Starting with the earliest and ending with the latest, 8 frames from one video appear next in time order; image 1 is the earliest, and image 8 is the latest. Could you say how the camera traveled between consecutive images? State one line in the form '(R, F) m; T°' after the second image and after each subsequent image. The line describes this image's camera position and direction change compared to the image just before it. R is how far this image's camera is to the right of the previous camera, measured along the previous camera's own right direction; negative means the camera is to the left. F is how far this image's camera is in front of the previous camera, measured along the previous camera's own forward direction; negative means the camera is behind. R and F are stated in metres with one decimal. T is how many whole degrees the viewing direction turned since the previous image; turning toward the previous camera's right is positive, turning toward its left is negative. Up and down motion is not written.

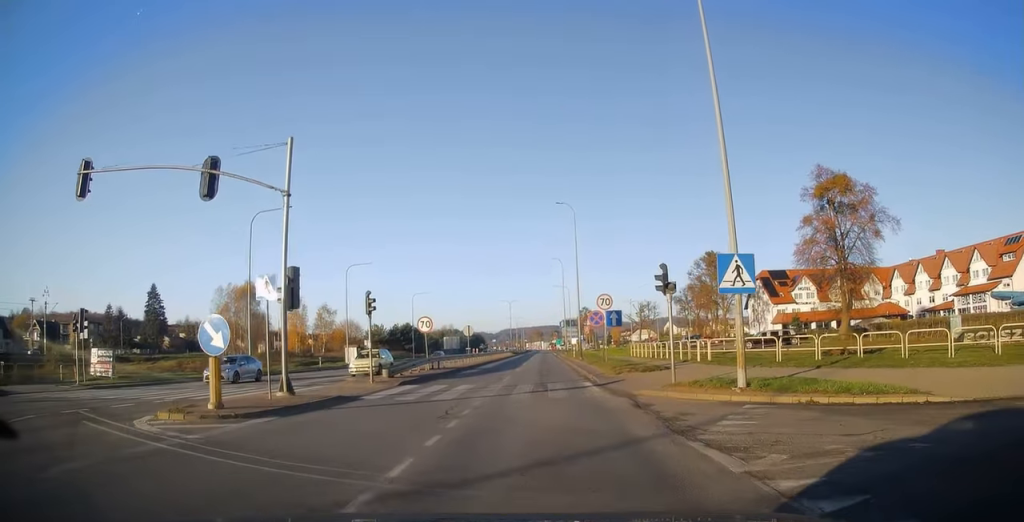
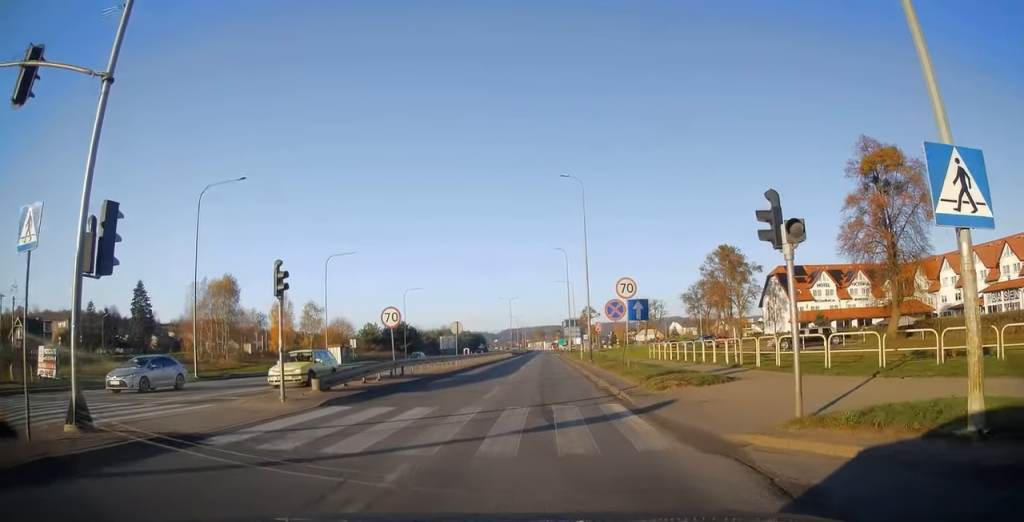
(+0.2, +8.3) m; 0°
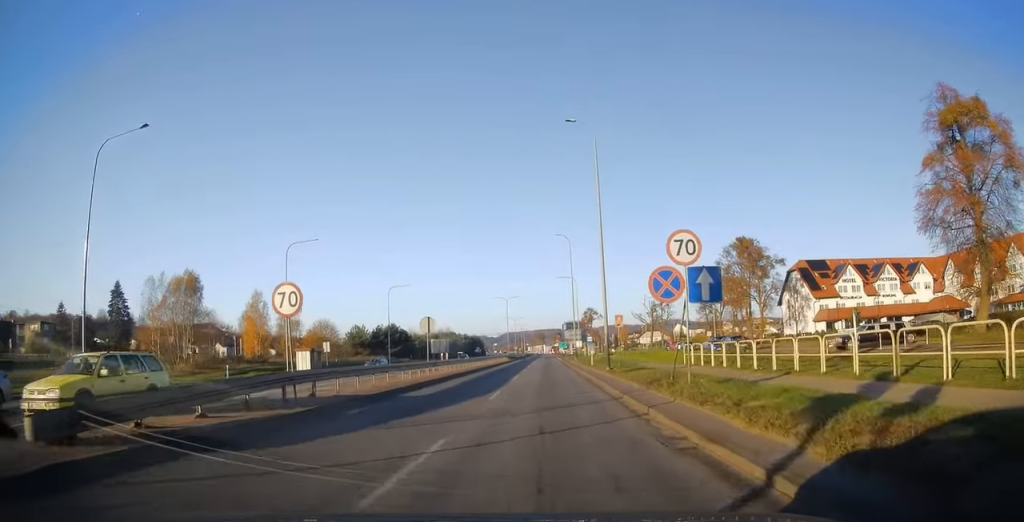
(-0.4, +11.3) m; -2°
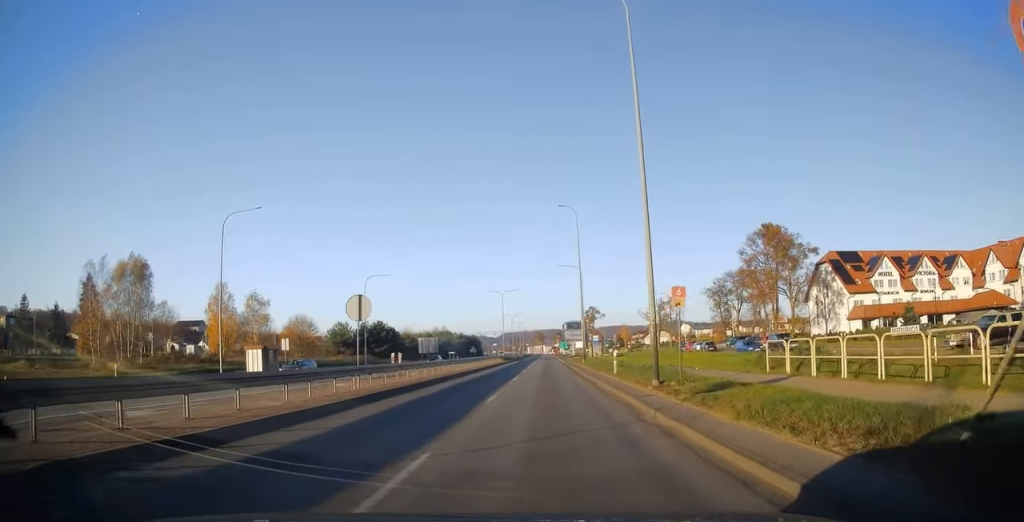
(0.0, +13.0) m; 0°
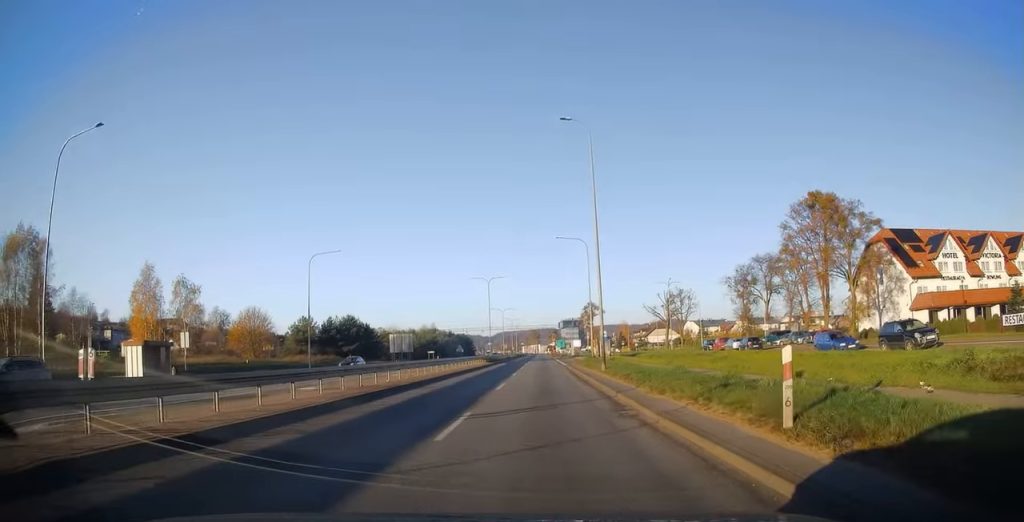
(0.0, +19.3) m; 0°
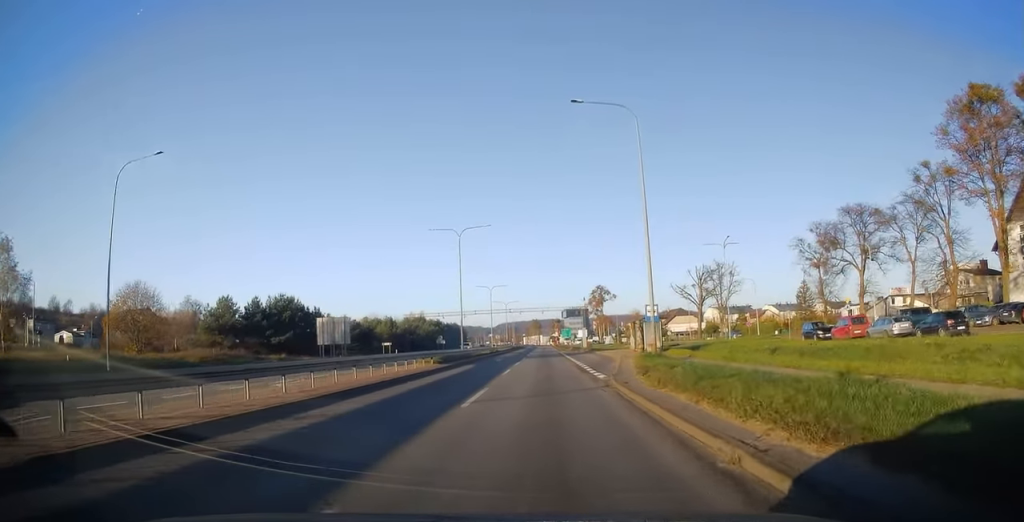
(+0.7, +33.3) m; +1°
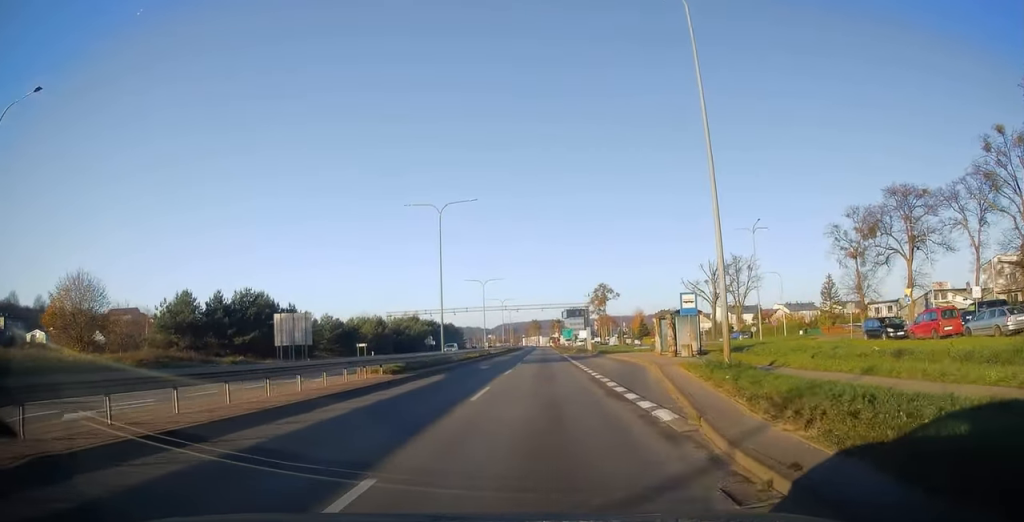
(-0.2, +11.1) m; 0°
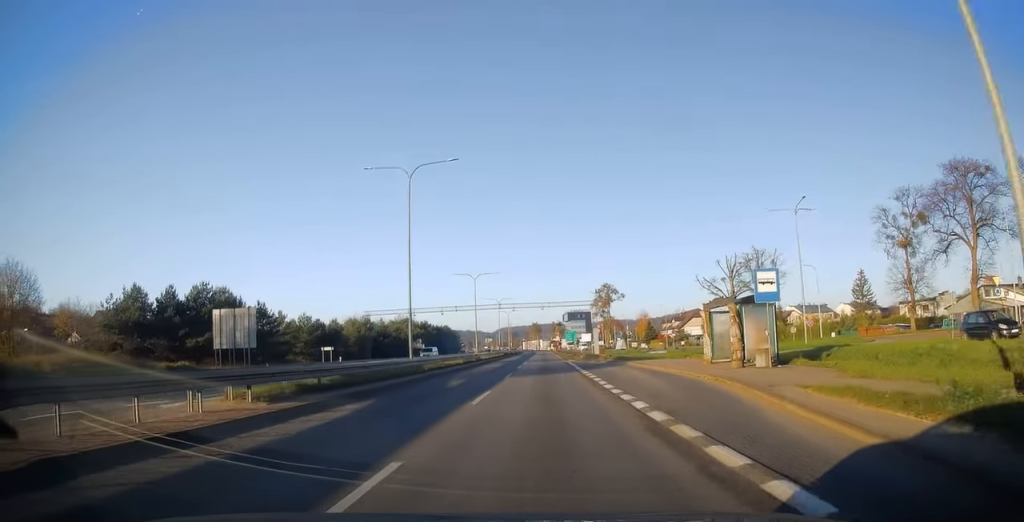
(-0.1, +11.5) m; 0°
